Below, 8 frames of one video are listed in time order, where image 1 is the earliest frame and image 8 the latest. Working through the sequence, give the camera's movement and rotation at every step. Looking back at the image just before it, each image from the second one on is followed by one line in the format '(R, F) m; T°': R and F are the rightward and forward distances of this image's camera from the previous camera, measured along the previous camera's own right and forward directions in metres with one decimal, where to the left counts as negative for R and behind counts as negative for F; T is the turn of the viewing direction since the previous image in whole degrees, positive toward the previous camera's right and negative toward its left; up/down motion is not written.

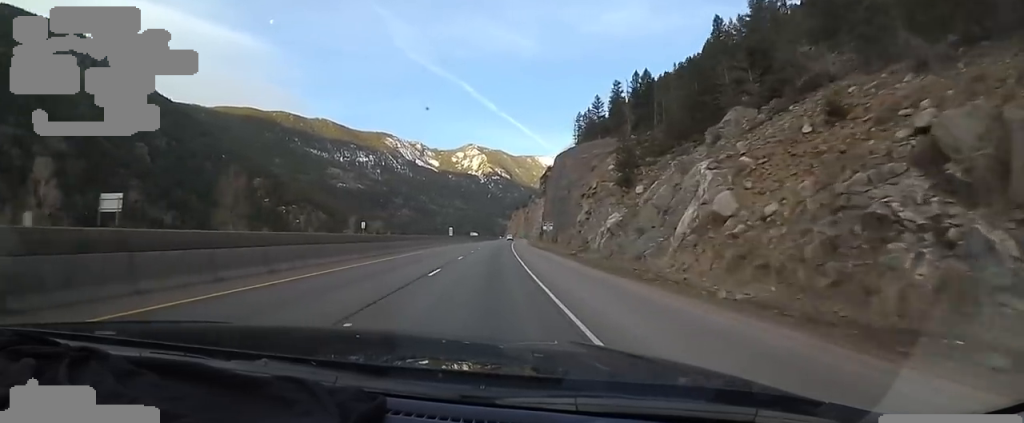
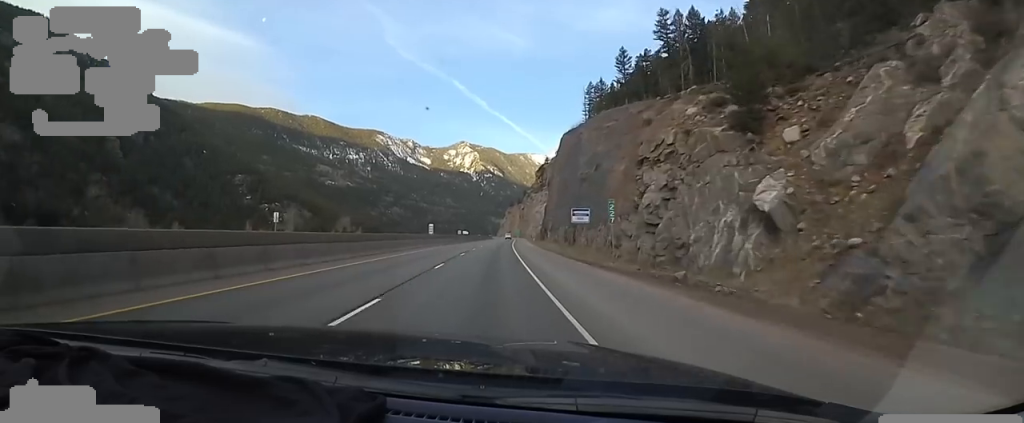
(+0.5, +33.2) m; 0°
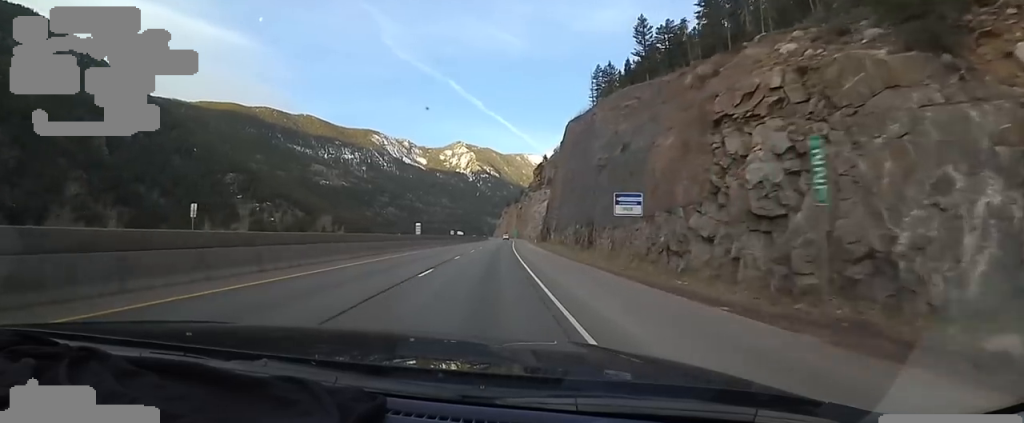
(-0.2, +15.5) m; +1°
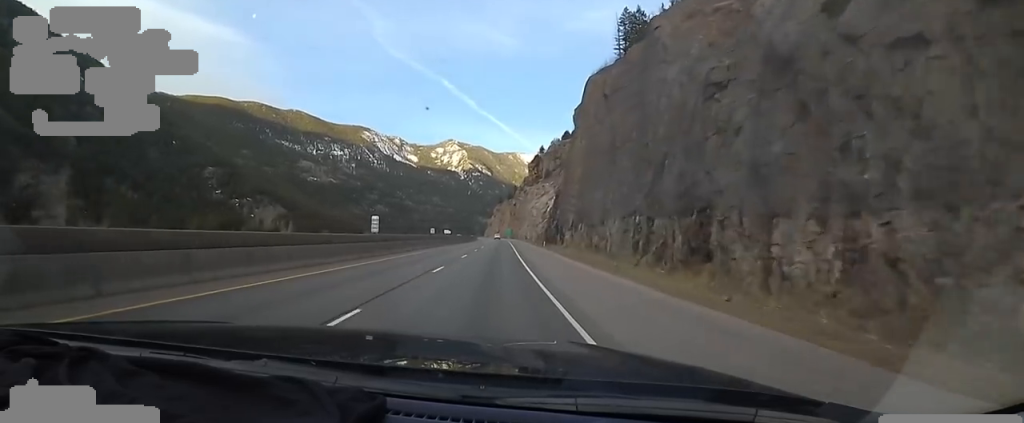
(+0.4, +34.0) m; +2°
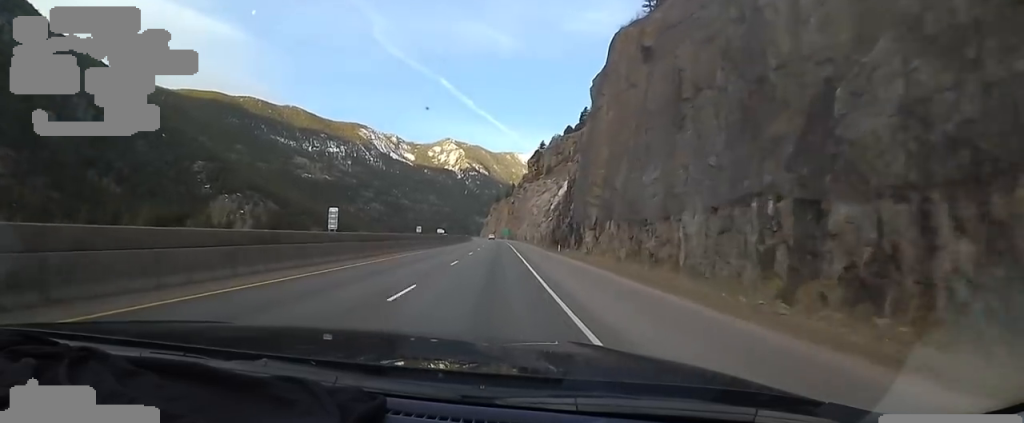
(+0.8, +19.7) m; +1°
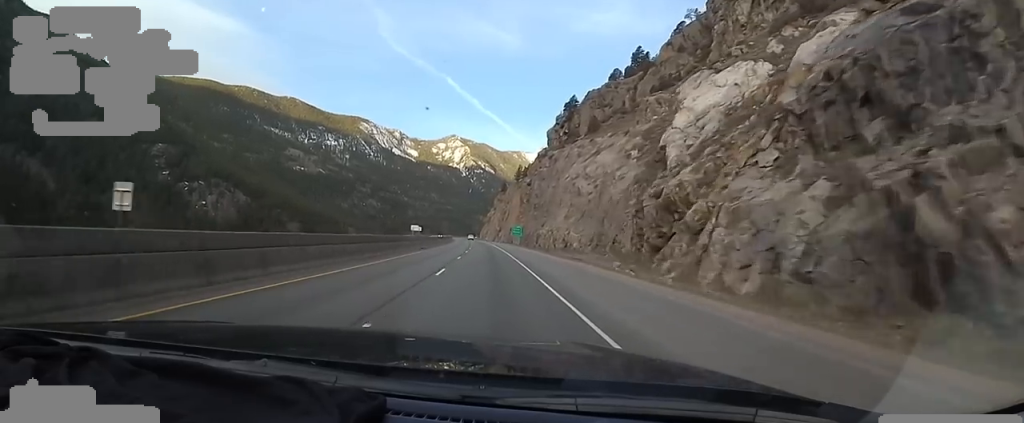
(+2.1, +102.9) m; 0°
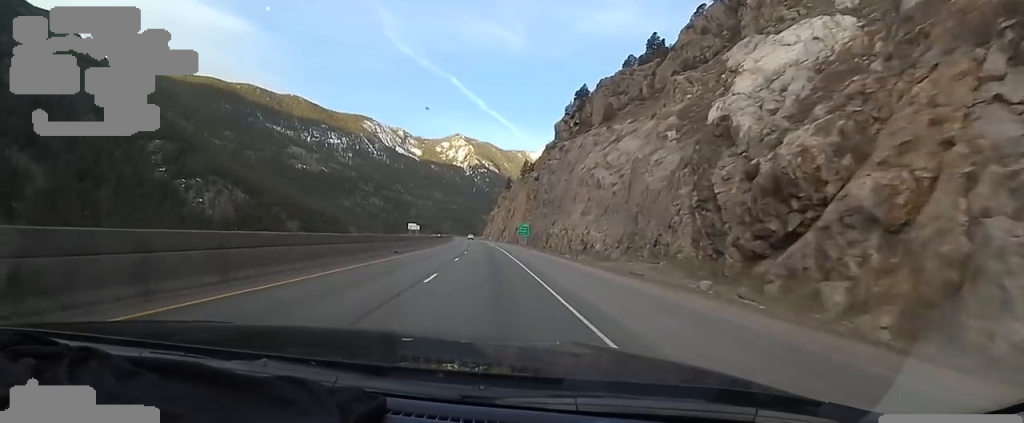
(-0.6, +14.4) m; 0°
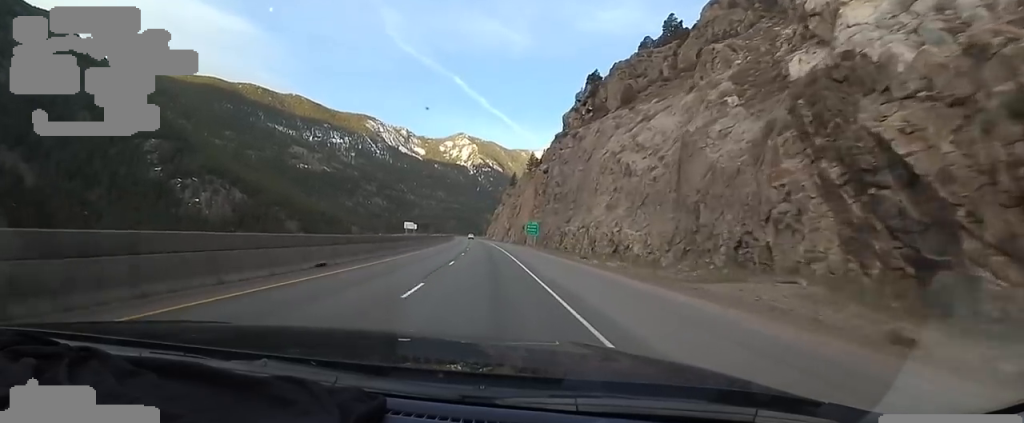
(+0.2, +15.4) m; -1°
